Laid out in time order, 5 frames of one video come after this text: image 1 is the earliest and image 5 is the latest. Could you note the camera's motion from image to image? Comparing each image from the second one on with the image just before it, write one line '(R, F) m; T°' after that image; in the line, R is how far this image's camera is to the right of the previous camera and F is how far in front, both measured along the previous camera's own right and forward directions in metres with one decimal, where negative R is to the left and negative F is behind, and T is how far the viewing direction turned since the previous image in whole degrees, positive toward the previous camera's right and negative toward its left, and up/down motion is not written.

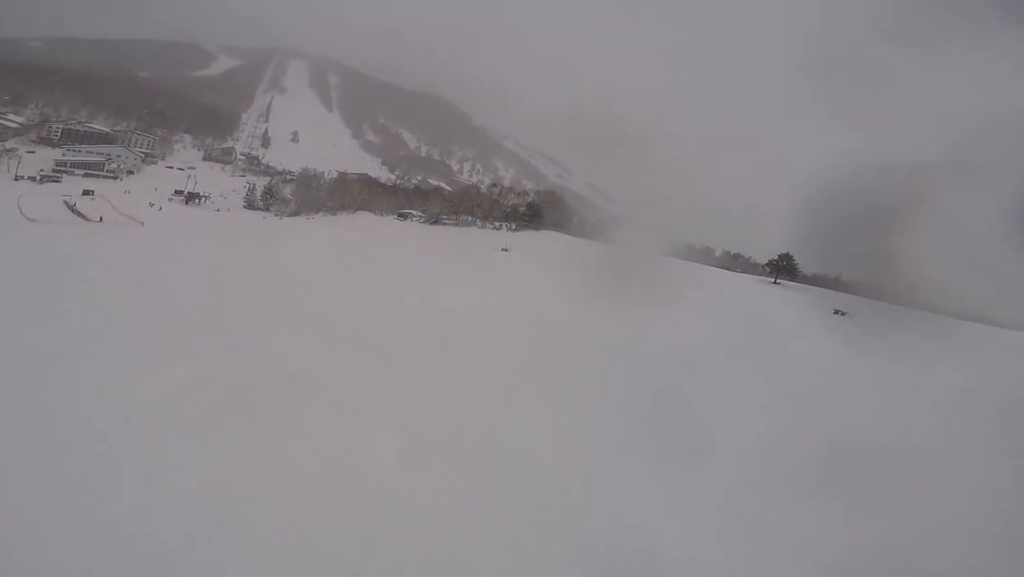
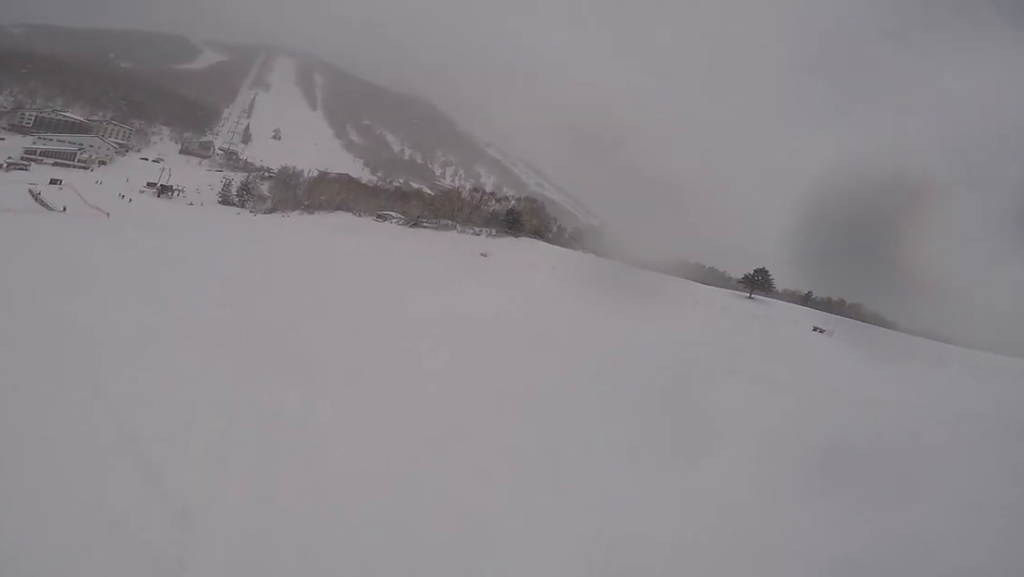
(+0.1, +2.4) m; +3°
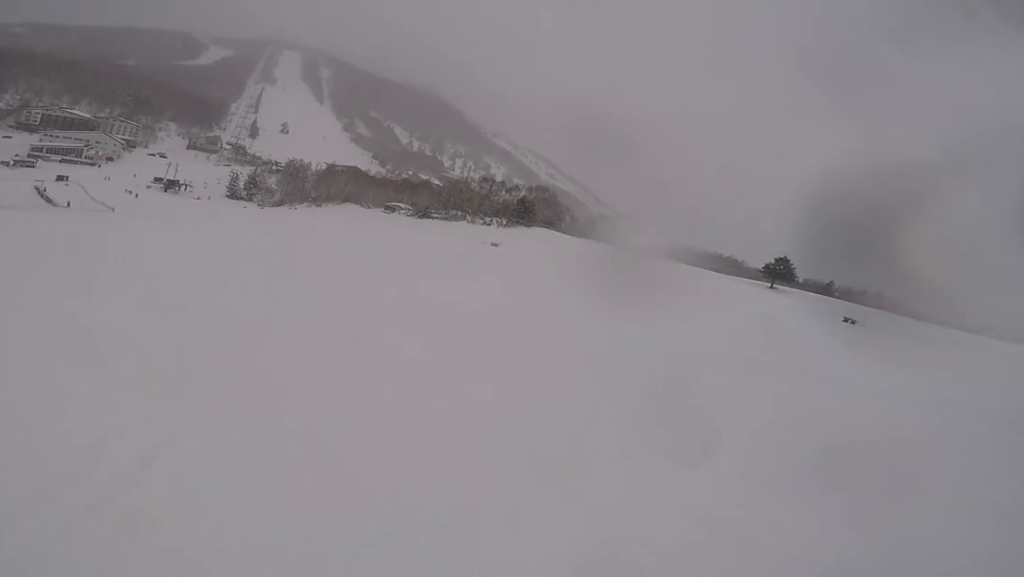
(0.0, +2.3) m; 0°
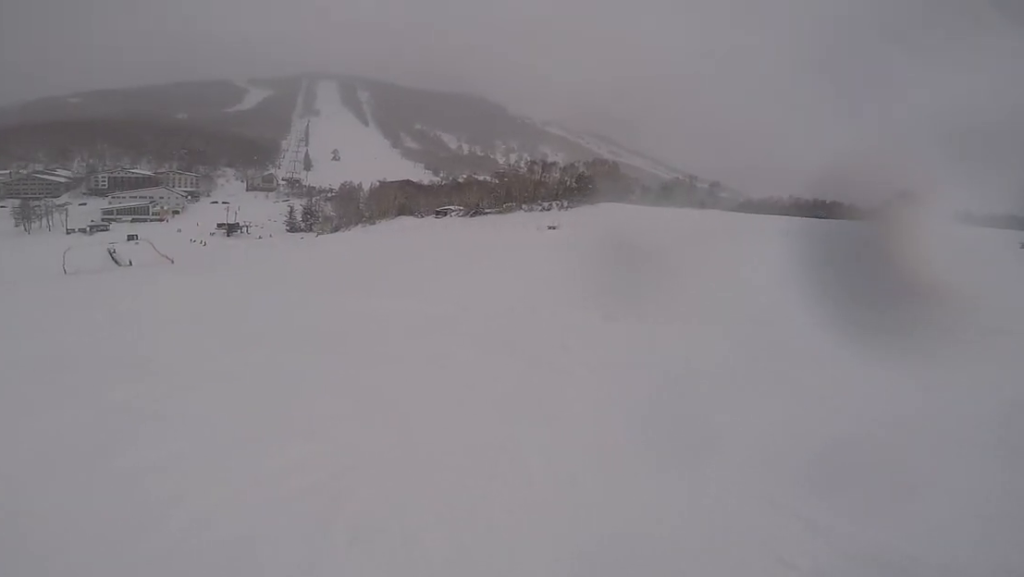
(-3.5, +8.2) m; -60°
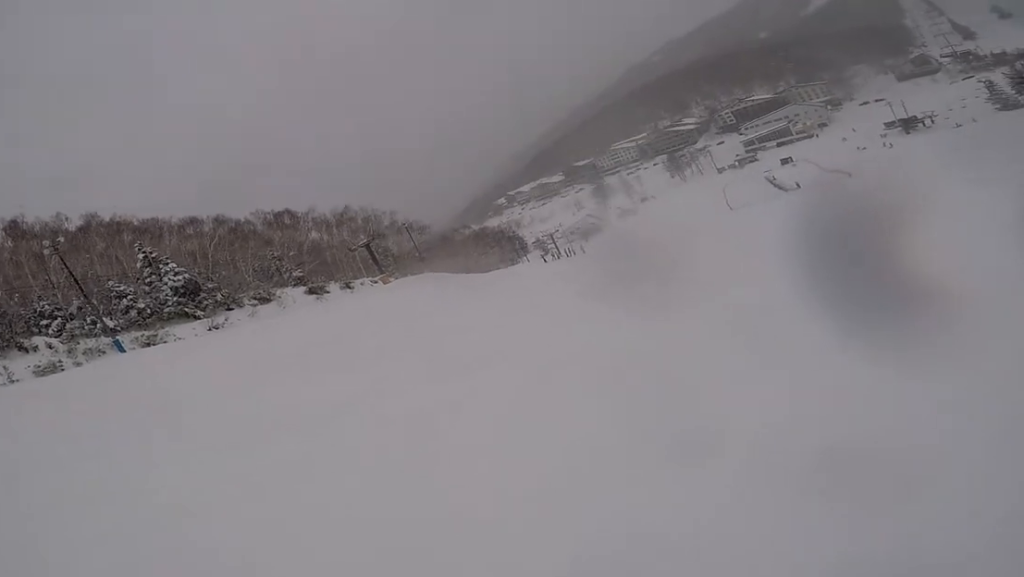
(-7.5, +7.3) m; -68°
